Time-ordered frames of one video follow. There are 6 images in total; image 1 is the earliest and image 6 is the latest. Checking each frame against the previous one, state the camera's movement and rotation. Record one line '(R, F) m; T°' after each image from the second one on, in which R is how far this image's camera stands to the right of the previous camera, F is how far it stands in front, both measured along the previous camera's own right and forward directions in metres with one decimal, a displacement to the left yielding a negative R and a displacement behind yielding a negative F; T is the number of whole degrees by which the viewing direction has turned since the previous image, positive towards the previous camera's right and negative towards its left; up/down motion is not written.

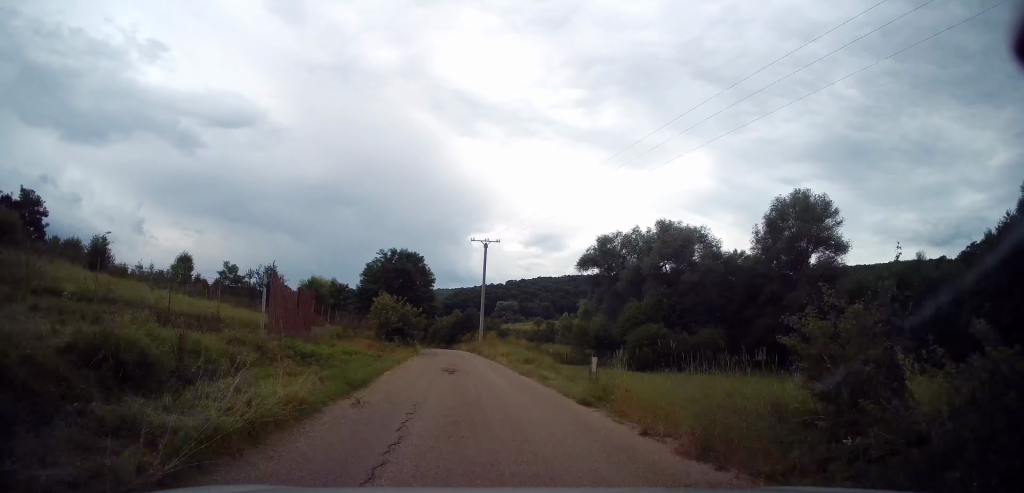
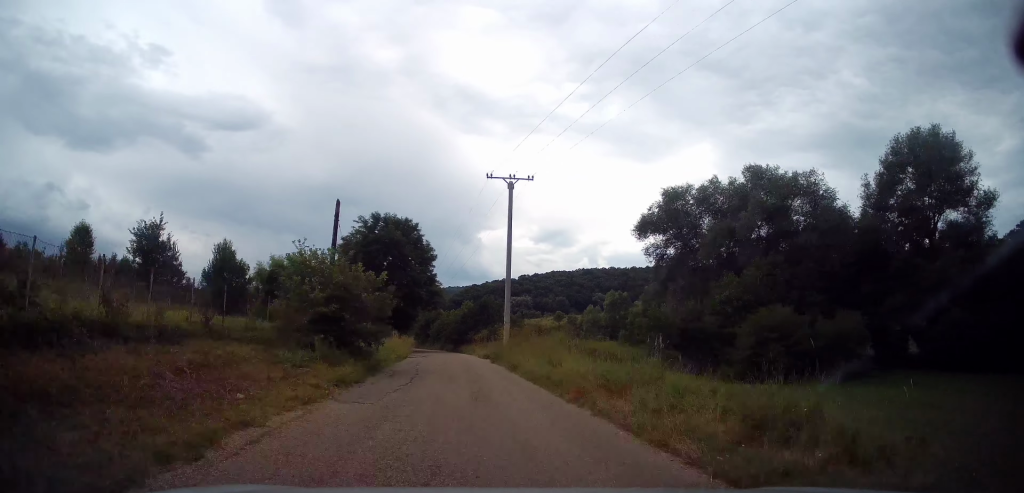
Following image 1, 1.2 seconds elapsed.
(+0.1, +20.8) m; 0°
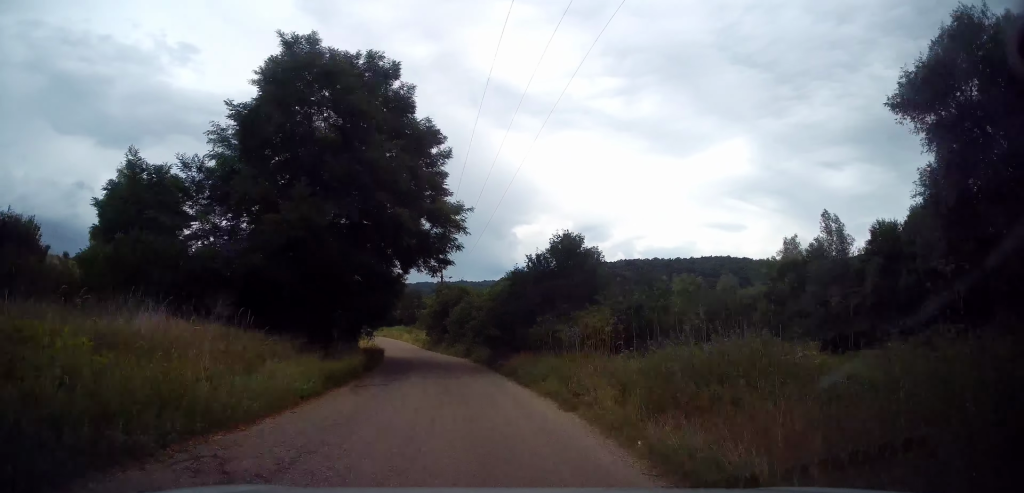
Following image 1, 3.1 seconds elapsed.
(-1.1, +31.7) m; -6°
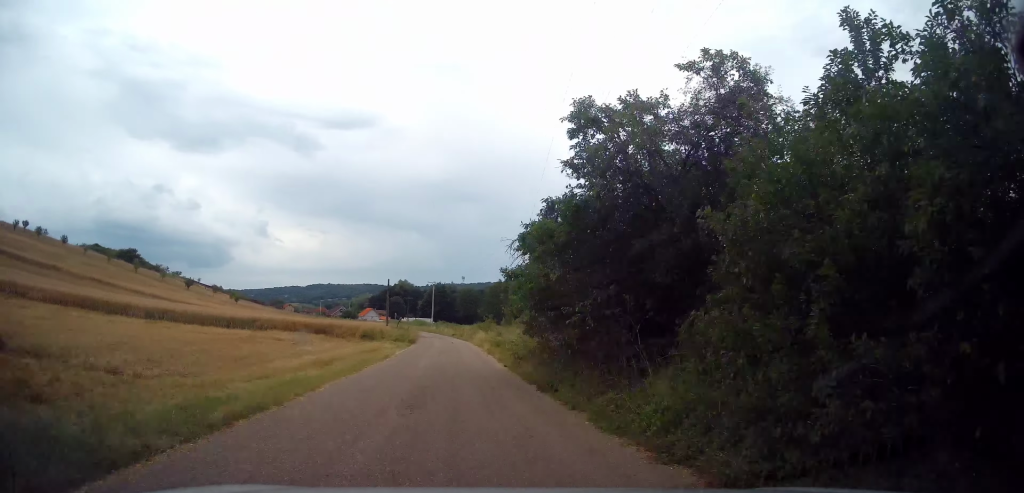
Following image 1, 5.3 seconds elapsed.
(-2.0, +37.2) m; -7°
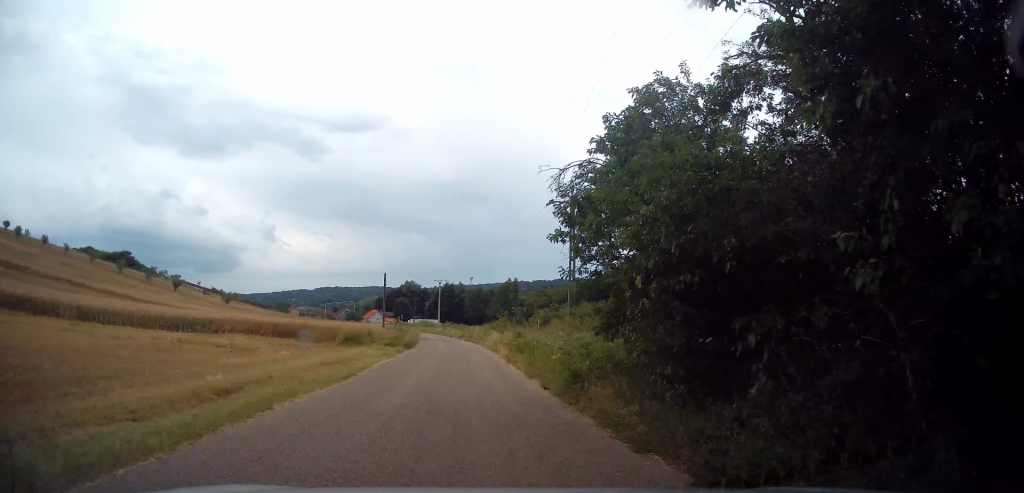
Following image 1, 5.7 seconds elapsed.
(-0.2, +8.1) m; -2°
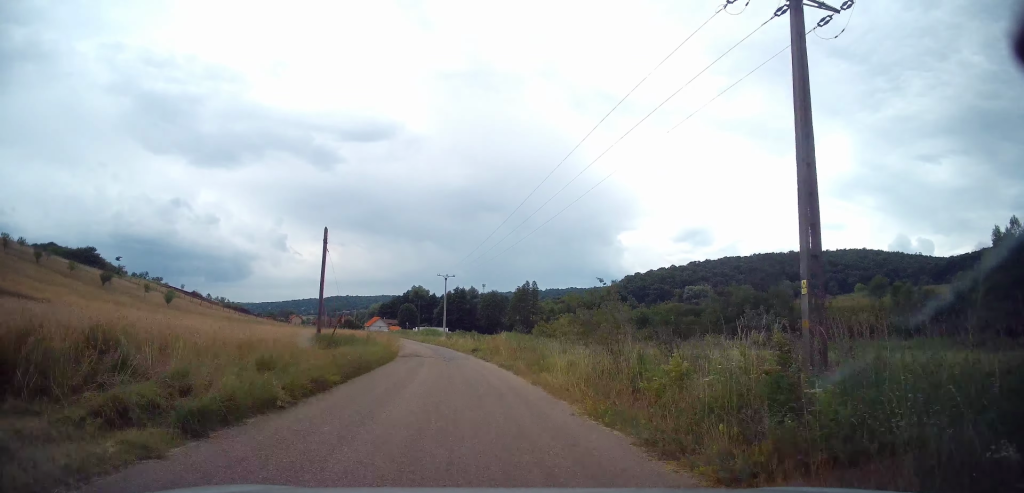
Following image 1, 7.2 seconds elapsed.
(-0.9, +24.9) m; -2°
